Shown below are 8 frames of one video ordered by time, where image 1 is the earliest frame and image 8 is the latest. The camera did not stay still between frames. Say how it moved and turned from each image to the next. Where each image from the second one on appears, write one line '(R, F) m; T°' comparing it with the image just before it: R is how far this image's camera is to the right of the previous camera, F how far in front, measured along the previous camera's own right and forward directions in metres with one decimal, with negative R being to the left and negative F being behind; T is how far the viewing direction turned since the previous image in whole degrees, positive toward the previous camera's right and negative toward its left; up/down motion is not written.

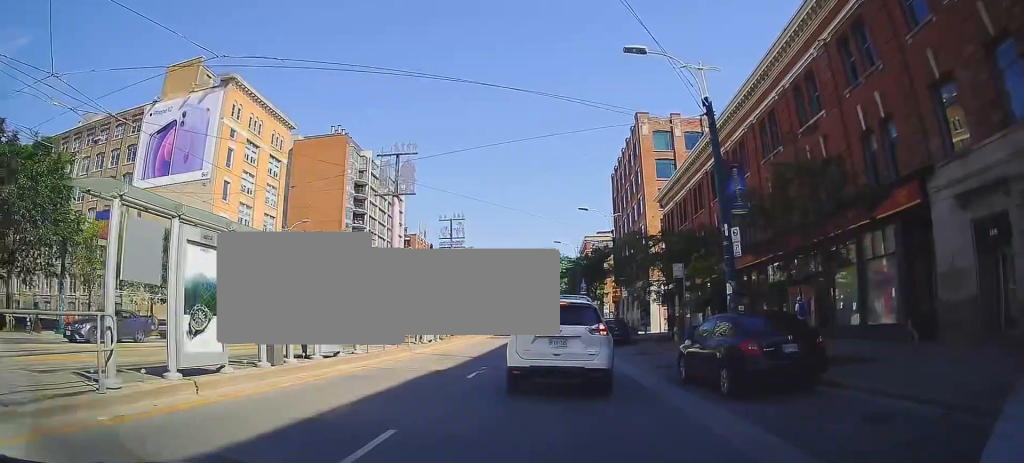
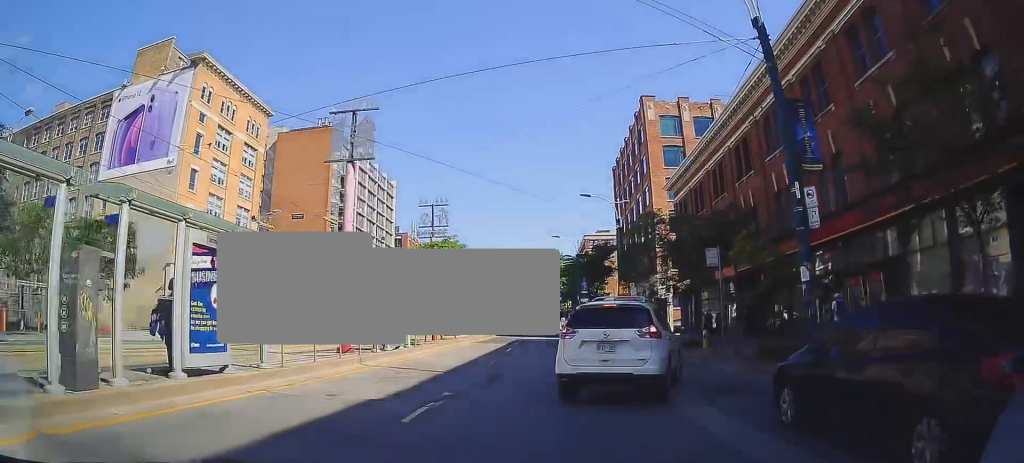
(+0.3, +5.9) m; +3°
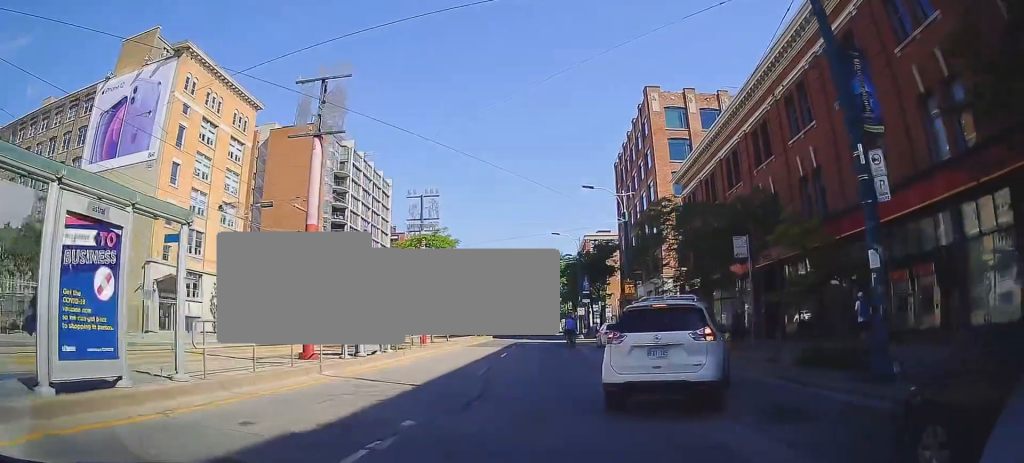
(0.0, +3.2) m; 0°
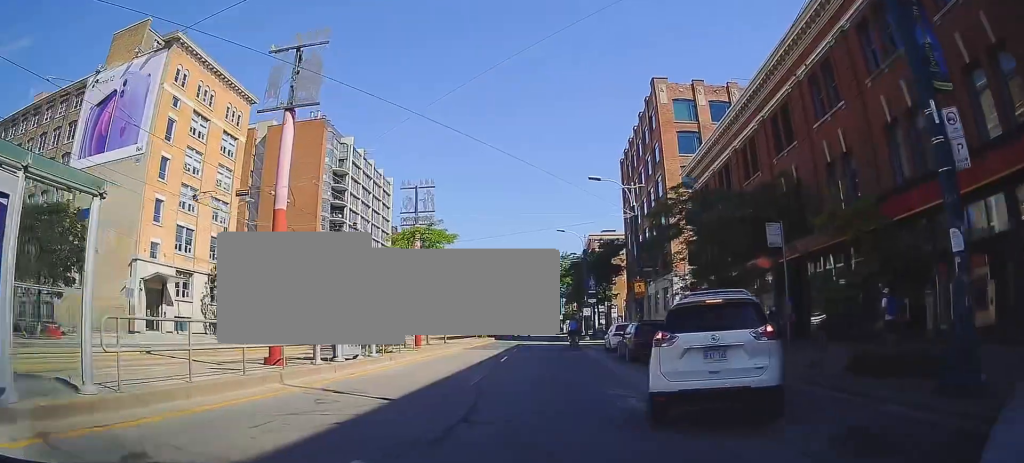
(0.0, +2.2) m; -1°
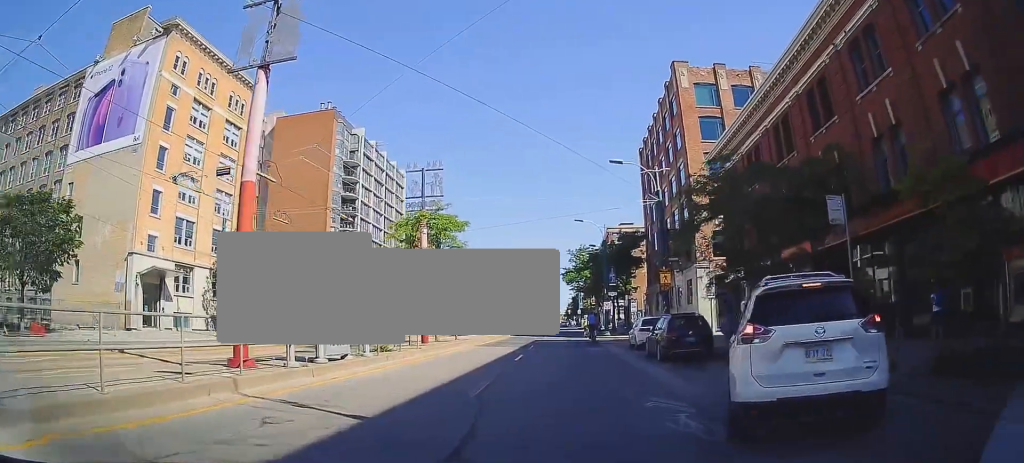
(+0.1, +2.3) m; -2°
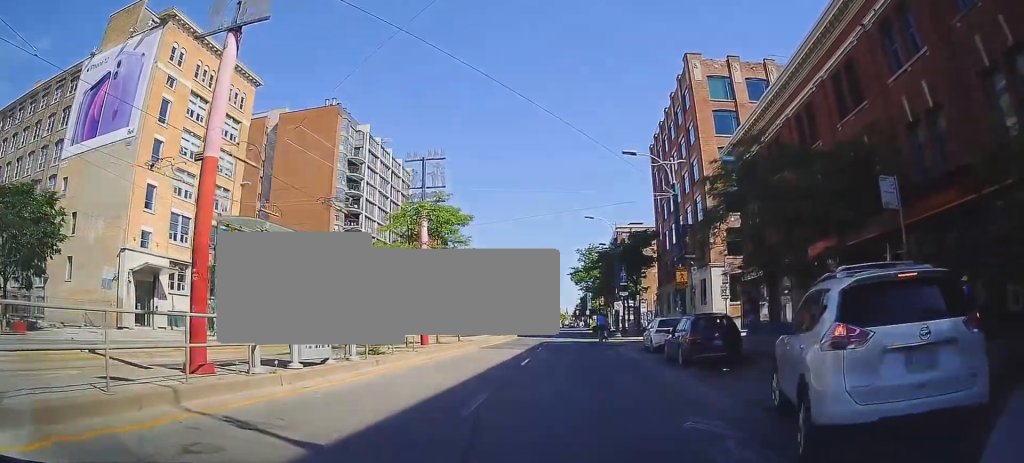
(-0.1, +1.9) m; -2°
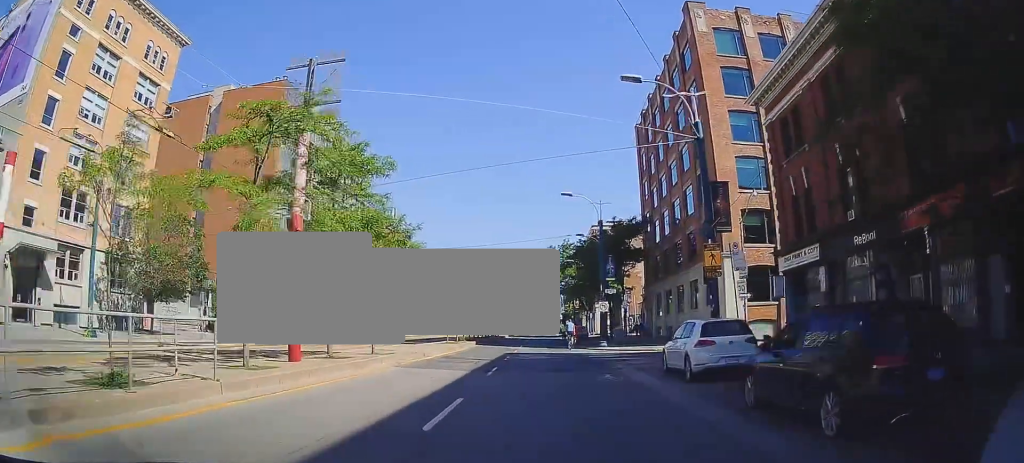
(-0.1, +9.7) m; +2°
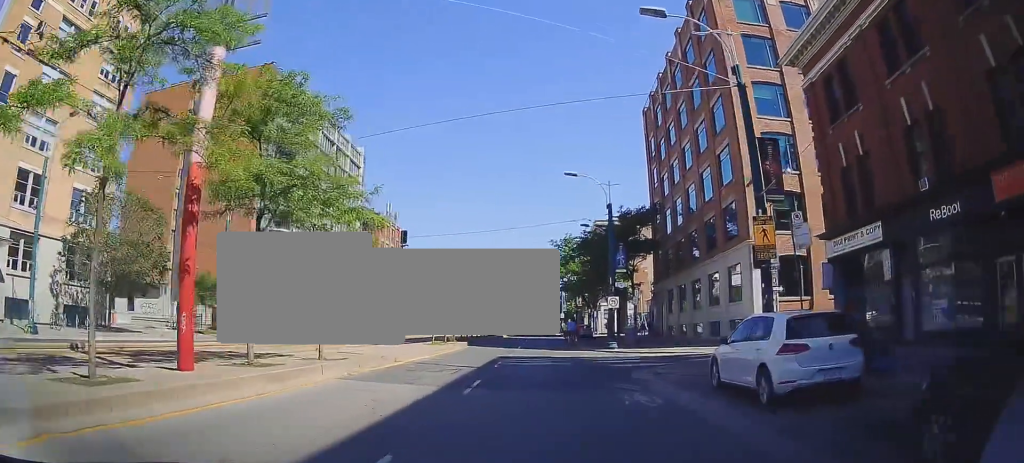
(+0.1, +3.9) m; +1°
